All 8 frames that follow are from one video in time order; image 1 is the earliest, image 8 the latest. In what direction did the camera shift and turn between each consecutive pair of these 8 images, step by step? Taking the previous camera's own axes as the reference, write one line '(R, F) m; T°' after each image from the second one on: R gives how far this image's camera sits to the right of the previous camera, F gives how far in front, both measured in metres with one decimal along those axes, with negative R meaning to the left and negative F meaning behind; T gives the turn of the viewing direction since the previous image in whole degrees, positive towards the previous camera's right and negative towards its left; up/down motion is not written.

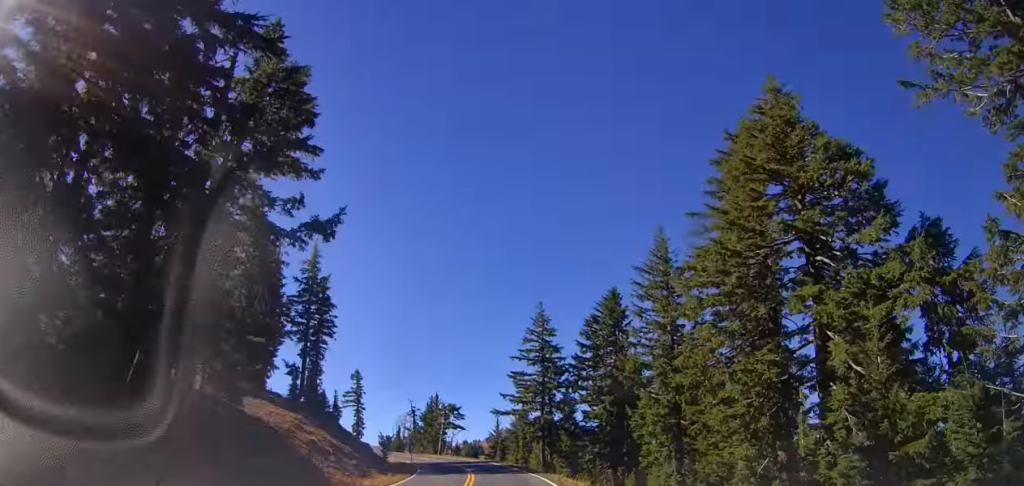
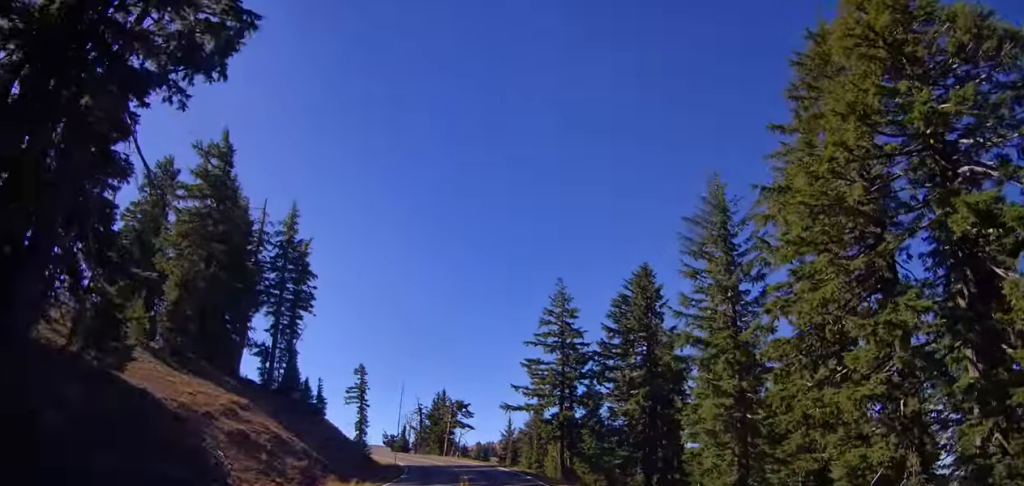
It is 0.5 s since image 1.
(-0.2, +10.6) m; -1°
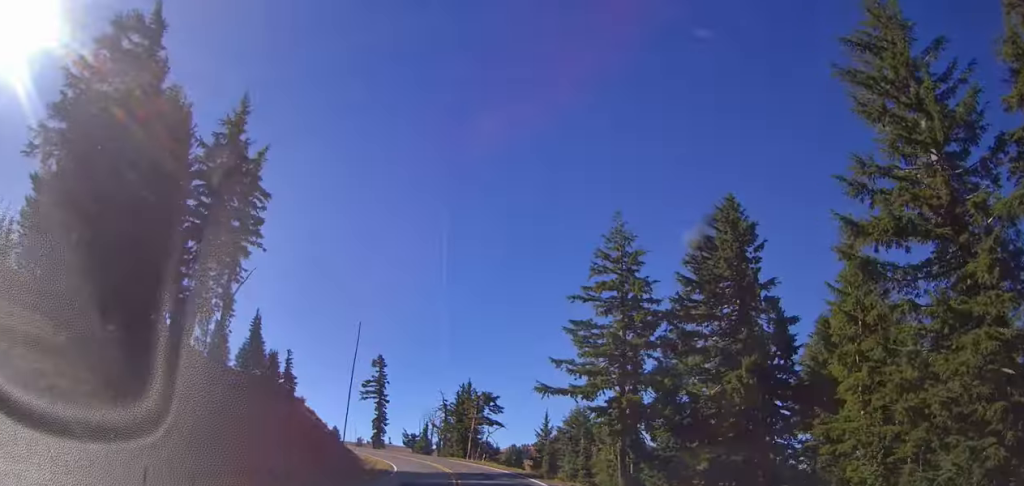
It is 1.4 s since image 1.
(-0.2, +17.0) m; -1°
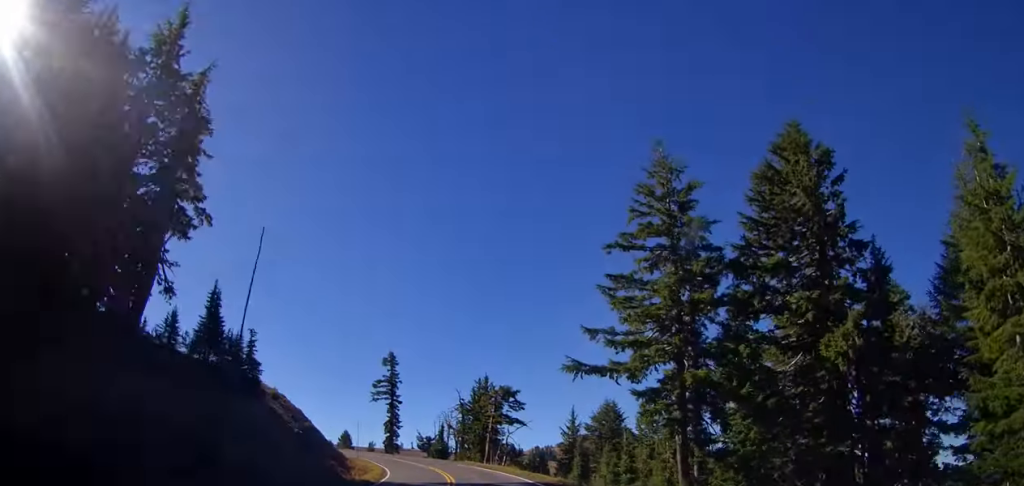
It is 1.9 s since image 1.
(0.0, +9.7) m; 0°
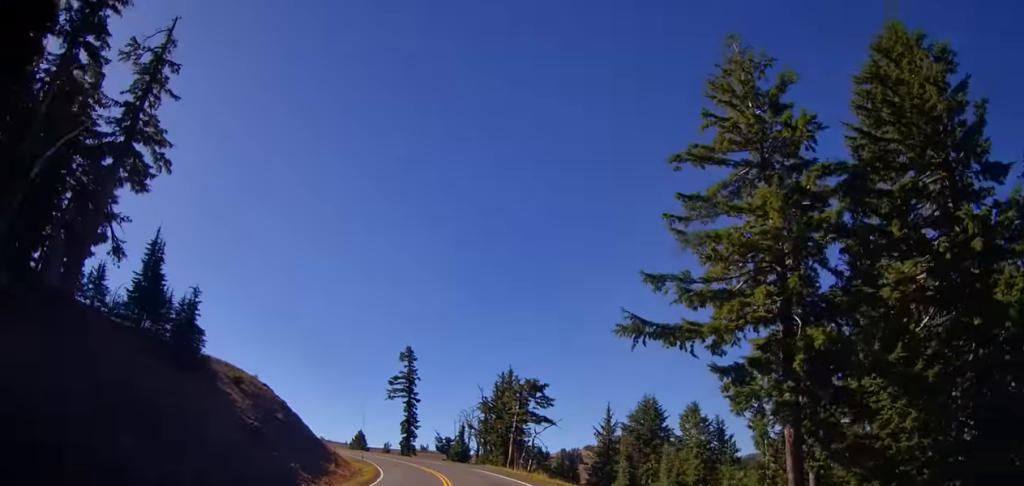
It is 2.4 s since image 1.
(0.0, +9.6) m; -2°
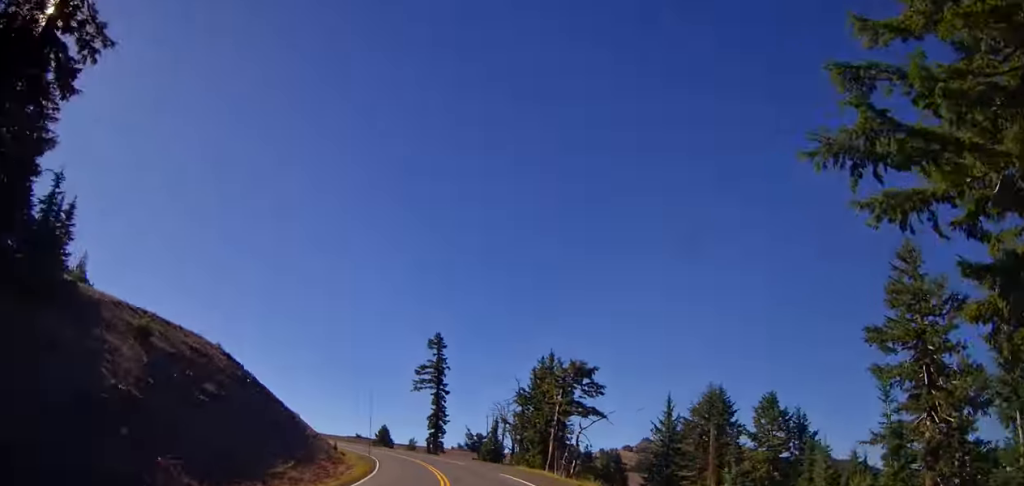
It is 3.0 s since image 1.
(+0.2, +12.2) m; -3°
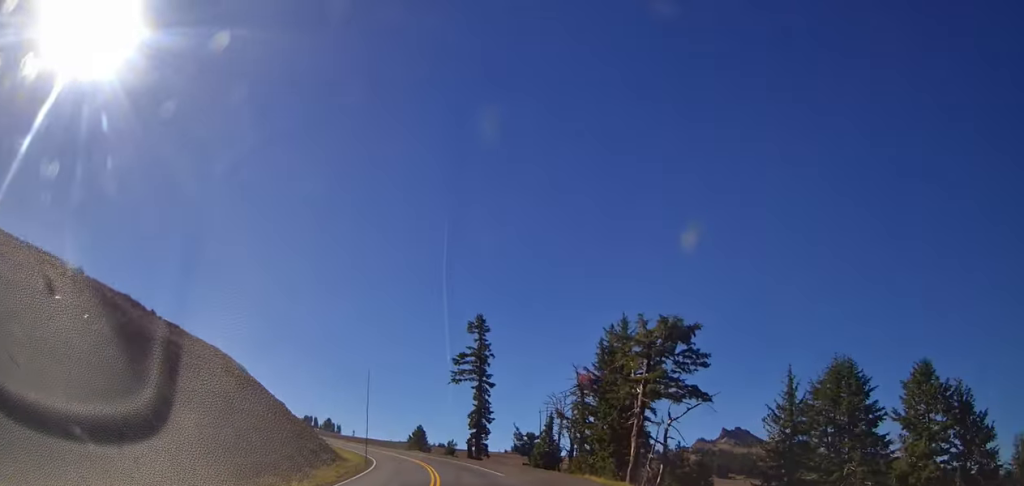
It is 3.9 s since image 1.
(-1.0, +17.3) m; -8°
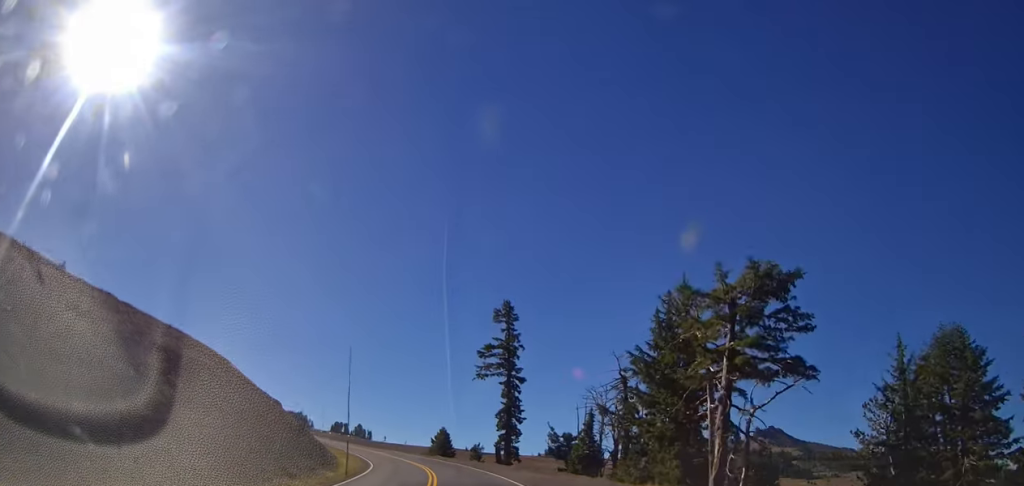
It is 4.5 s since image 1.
(-0.7, +10.1) m; -2°
